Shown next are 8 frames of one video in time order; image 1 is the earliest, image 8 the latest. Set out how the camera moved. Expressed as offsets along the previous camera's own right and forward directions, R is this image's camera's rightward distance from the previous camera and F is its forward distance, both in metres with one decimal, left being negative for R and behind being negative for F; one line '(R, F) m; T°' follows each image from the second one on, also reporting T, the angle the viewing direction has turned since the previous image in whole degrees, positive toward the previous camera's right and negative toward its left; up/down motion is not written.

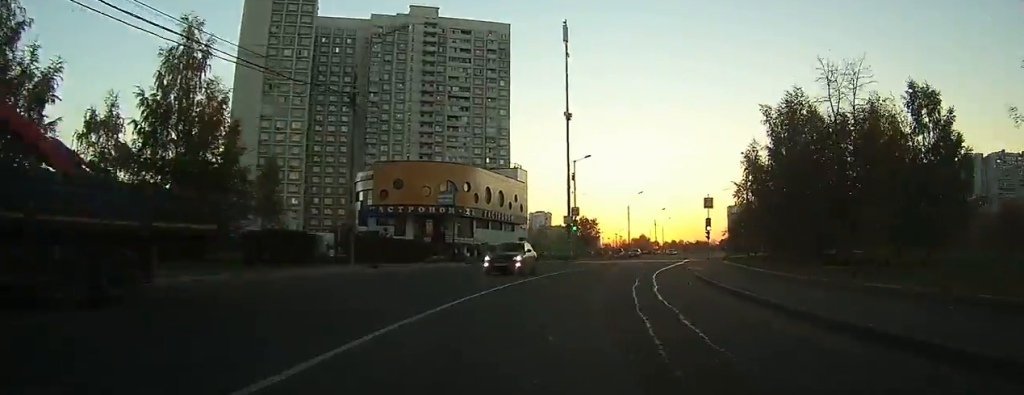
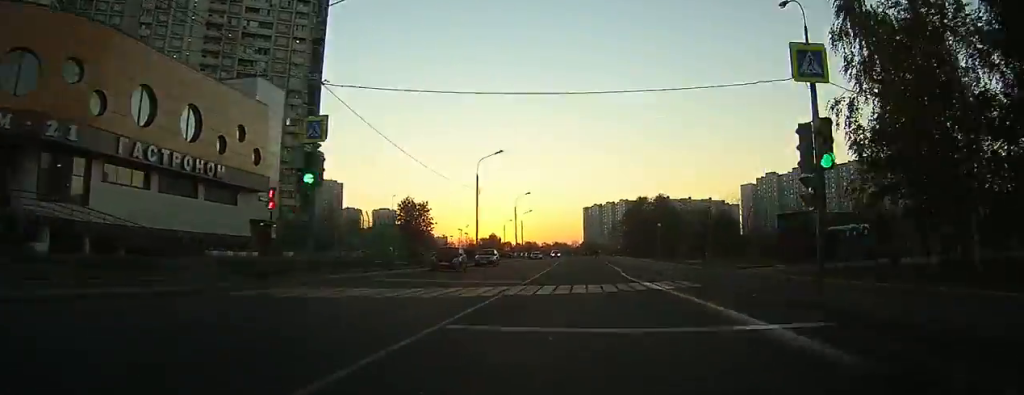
(+4.8, +44.1) m; +12°
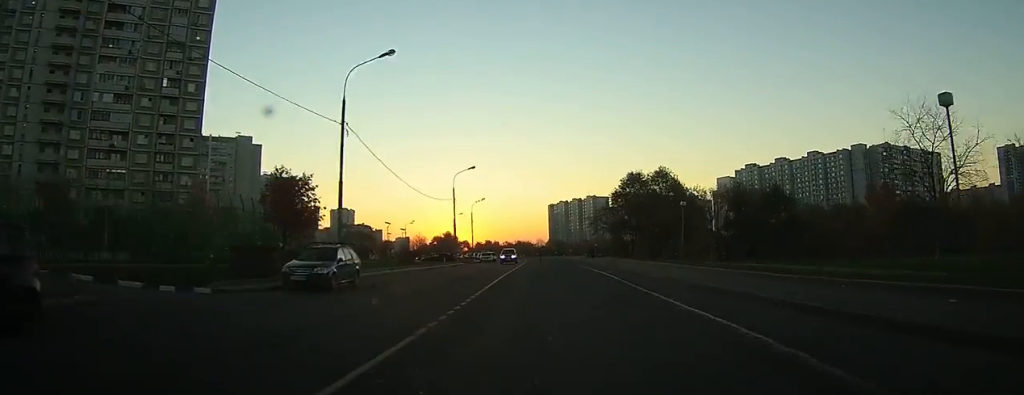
(+2.1, +29.3) m; +6°
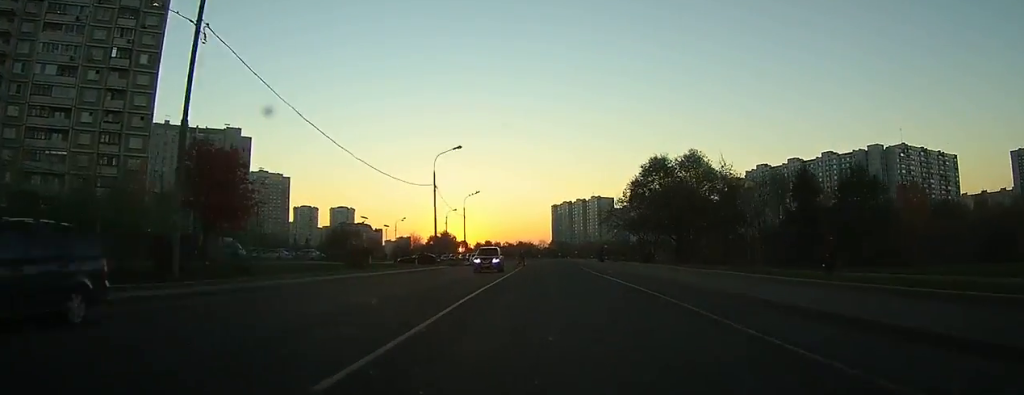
(+0.3, +13.4) m; +1°
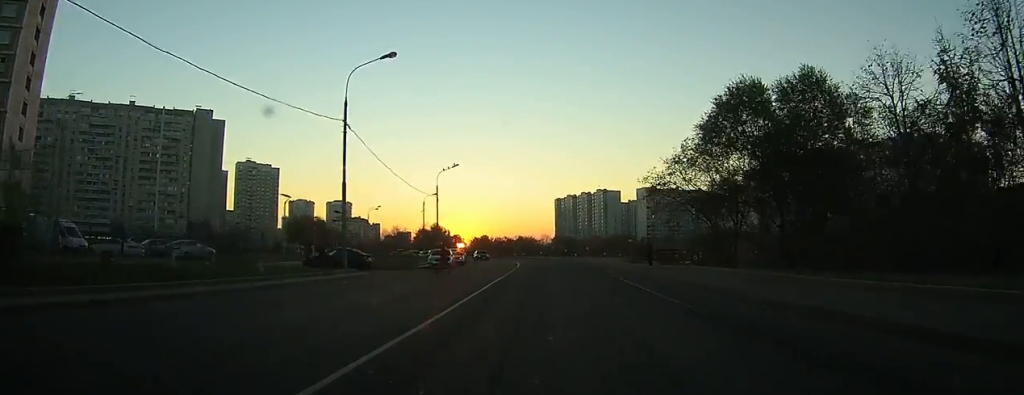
(+0.1, +24.8) m; 0°
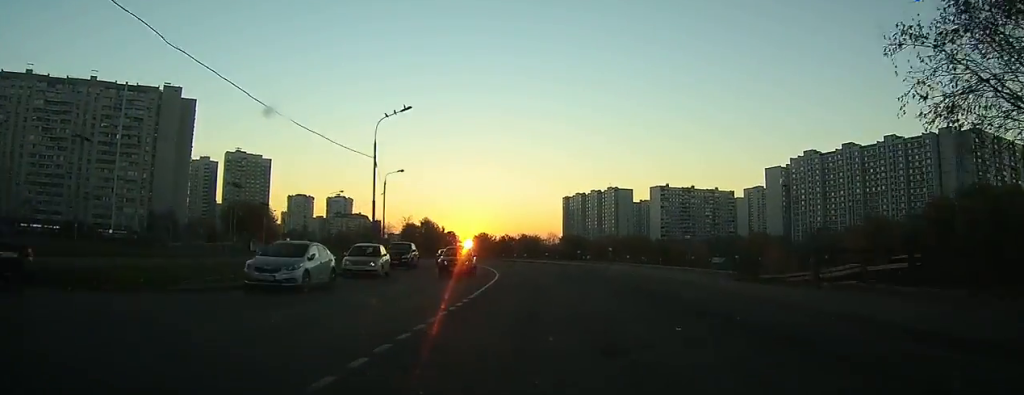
(-0.3, +25.9) m; -2°
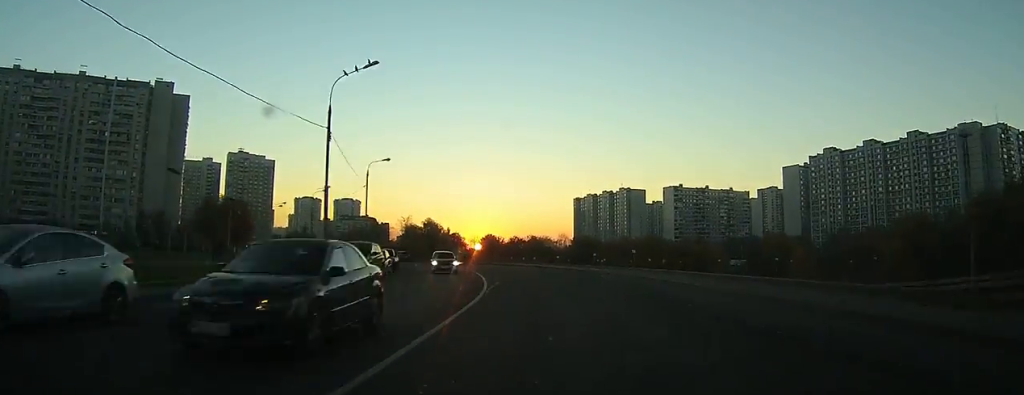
(-0.2, +10.3) m; -1°
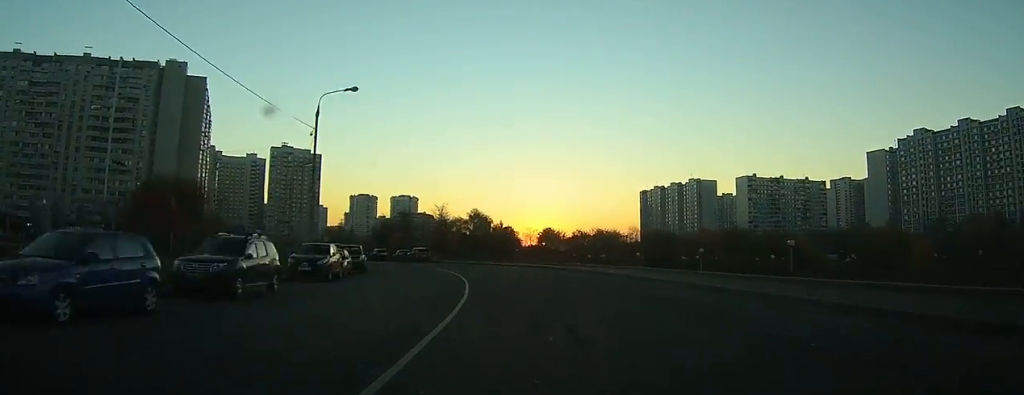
(-0.8, +26.9) m; -5°
